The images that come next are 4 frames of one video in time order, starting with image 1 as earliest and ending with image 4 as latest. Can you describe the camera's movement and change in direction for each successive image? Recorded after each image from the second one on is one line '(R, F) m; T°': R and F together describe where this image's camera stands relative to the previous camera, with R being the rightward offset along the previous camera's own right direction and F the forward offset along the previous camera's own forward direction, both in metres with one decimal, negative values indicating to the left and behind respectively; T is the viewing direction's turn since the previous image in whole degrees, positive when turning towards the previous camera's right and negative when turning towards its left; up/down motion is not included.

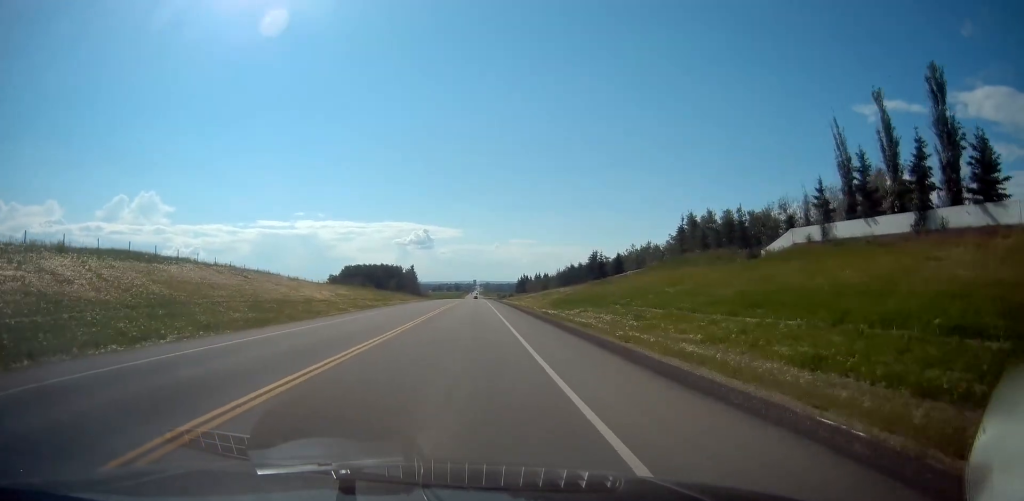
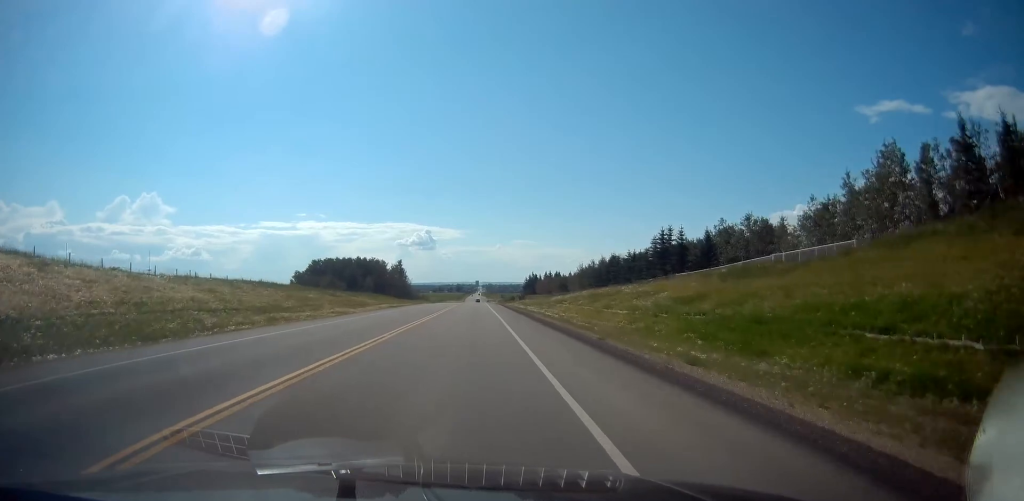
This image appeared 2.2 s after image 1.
(-0.9, +46.4) m; -1°
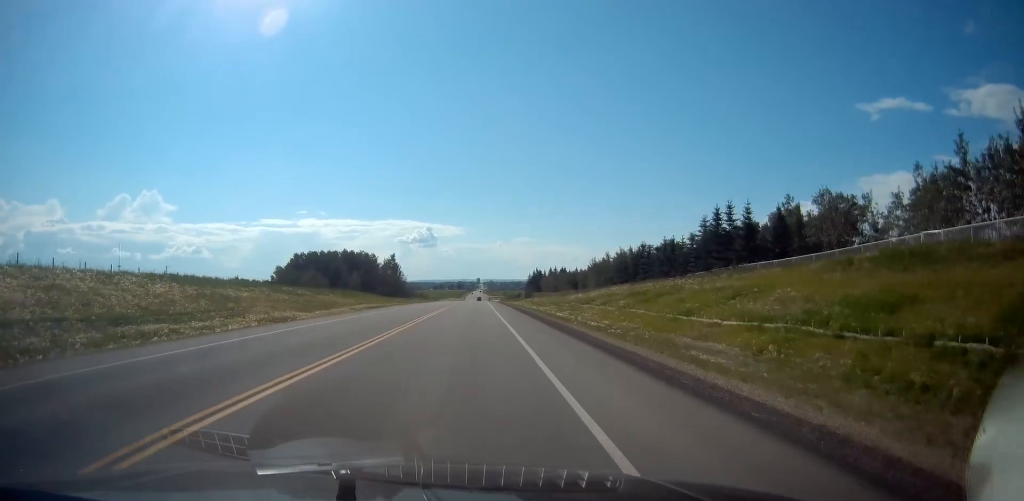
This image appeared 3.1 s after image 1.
(0.0, +18.7) m; 0°
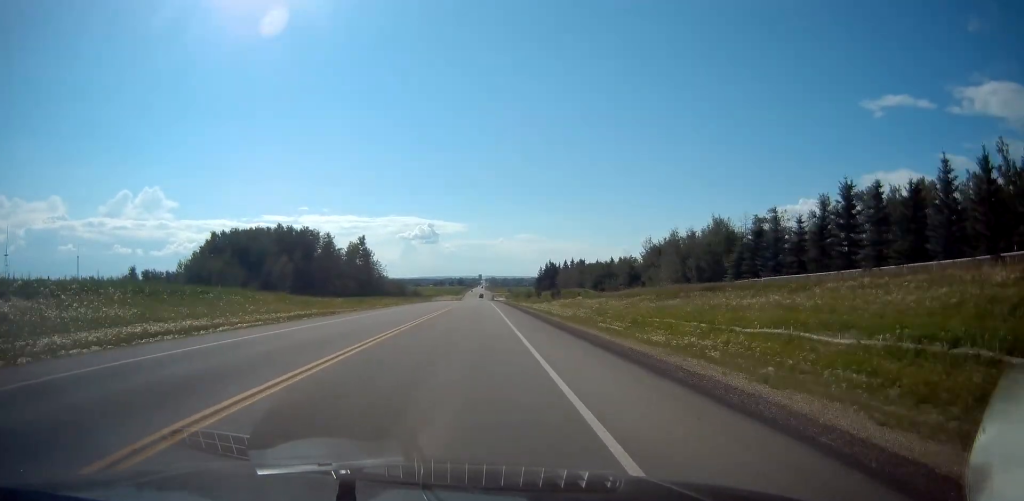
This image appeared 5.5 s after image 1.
(0.0, +52.9) m; 0°
